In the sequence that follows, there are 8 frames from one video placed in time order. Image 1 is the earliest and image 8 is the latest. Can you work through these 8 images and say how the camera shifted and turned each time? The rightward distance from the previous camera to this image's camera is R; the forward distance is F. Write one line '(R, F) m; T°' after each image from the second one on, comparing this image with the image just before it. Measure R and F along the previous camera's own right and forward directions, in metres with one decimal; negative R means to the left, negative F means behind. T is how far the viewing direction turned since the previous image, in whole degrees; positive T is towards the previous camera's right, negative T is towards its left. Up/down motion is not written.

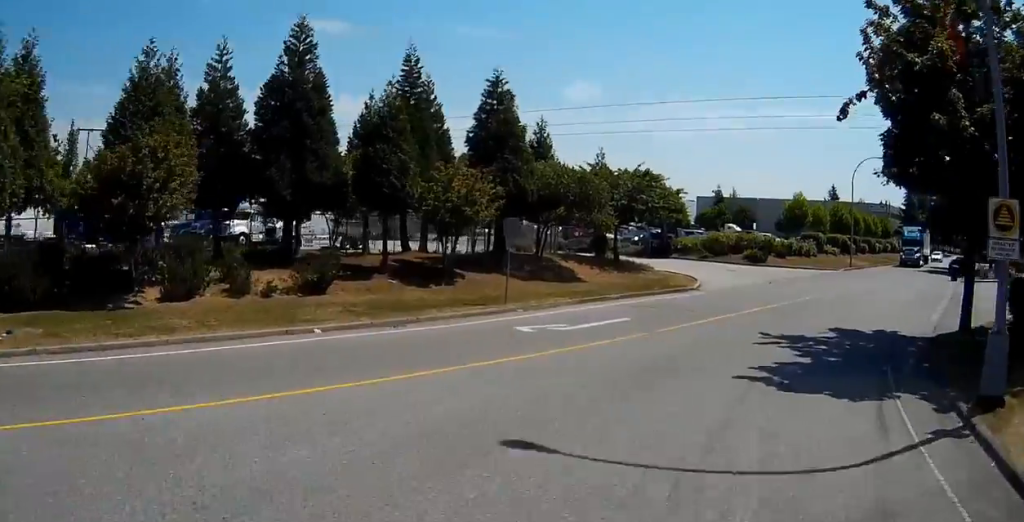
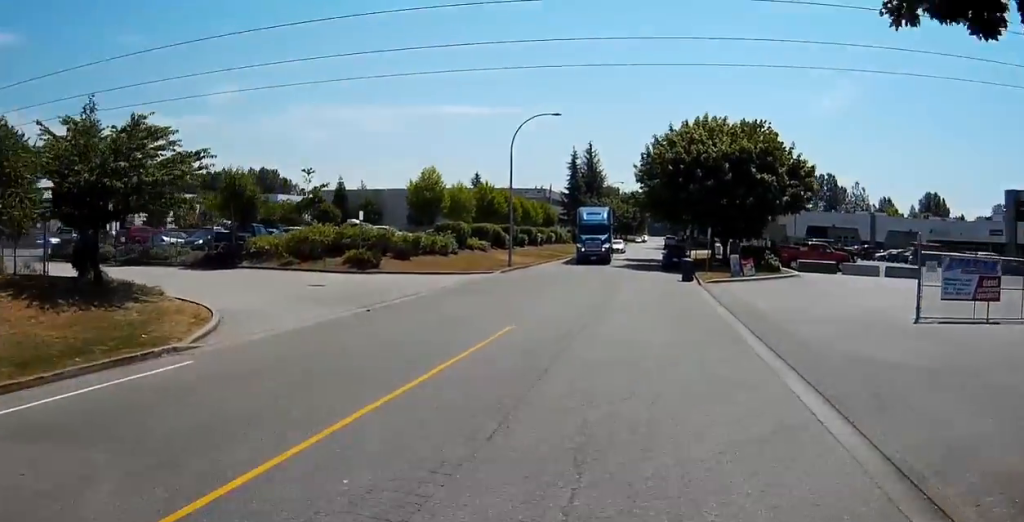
(+4.1, +18.0) m; +22°
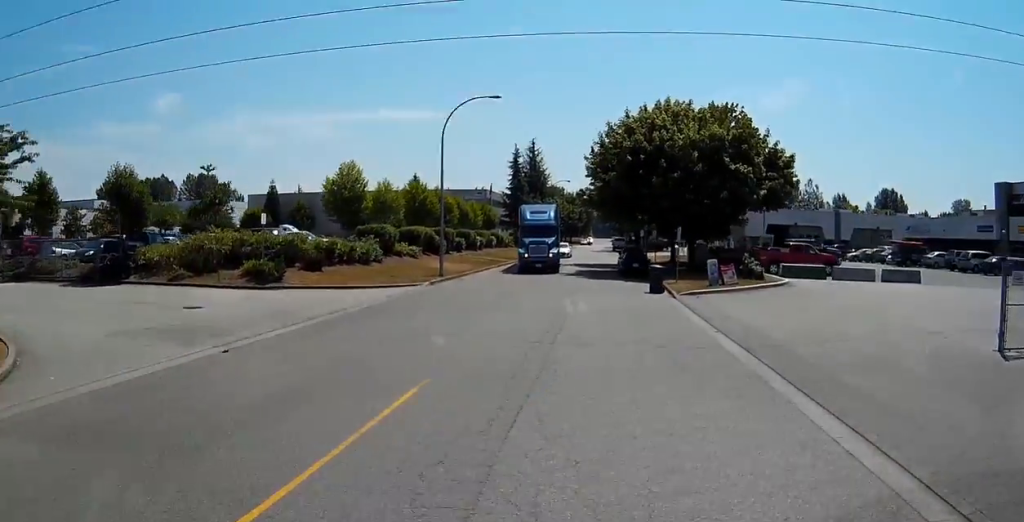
(+0.3, +6.6) m; +4°
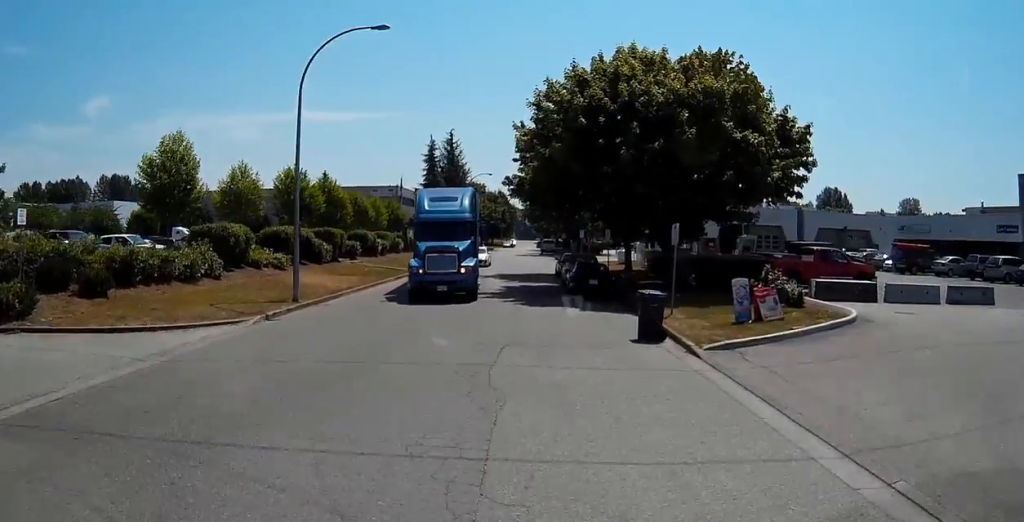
(+0.6, +13.9) m; +3°
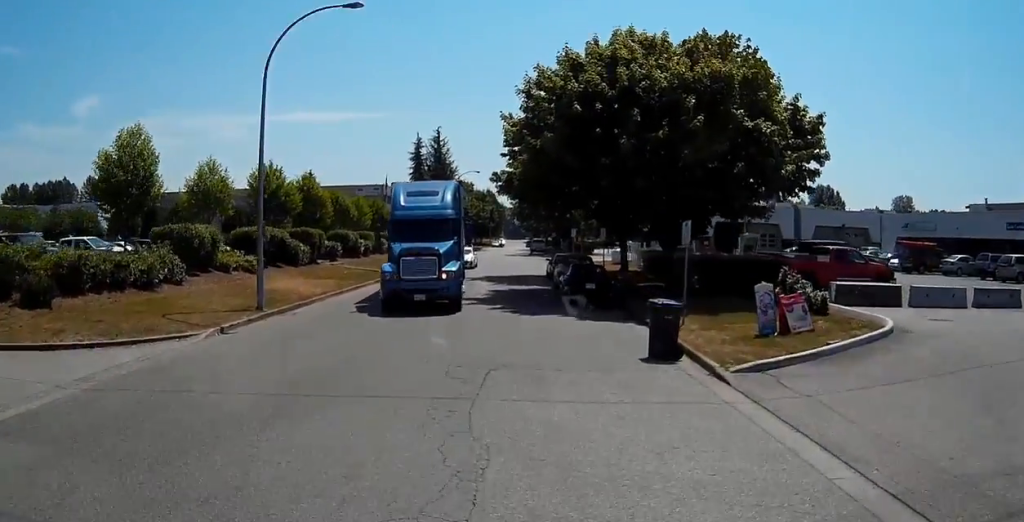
(0.0, +2.9) m; +1°
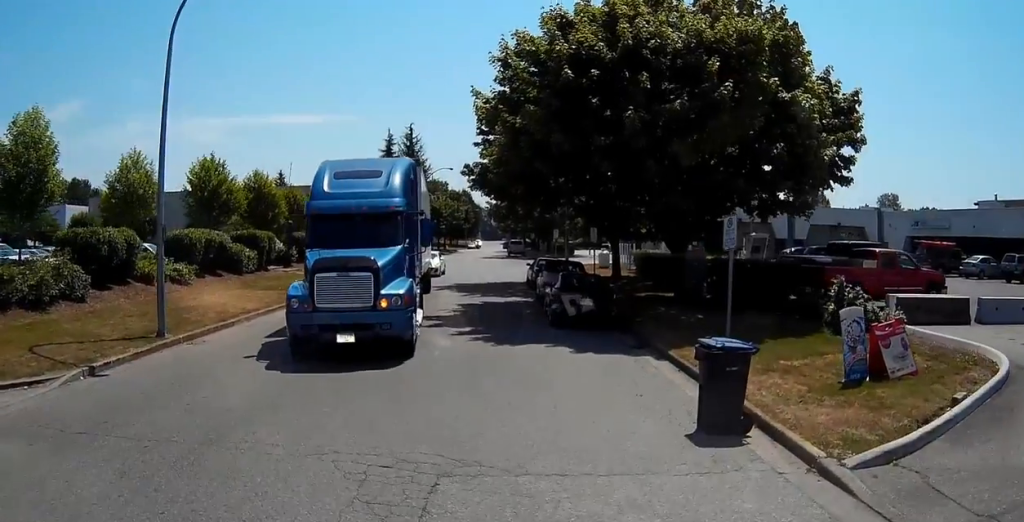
(+0.2, +6.3) m; +4°
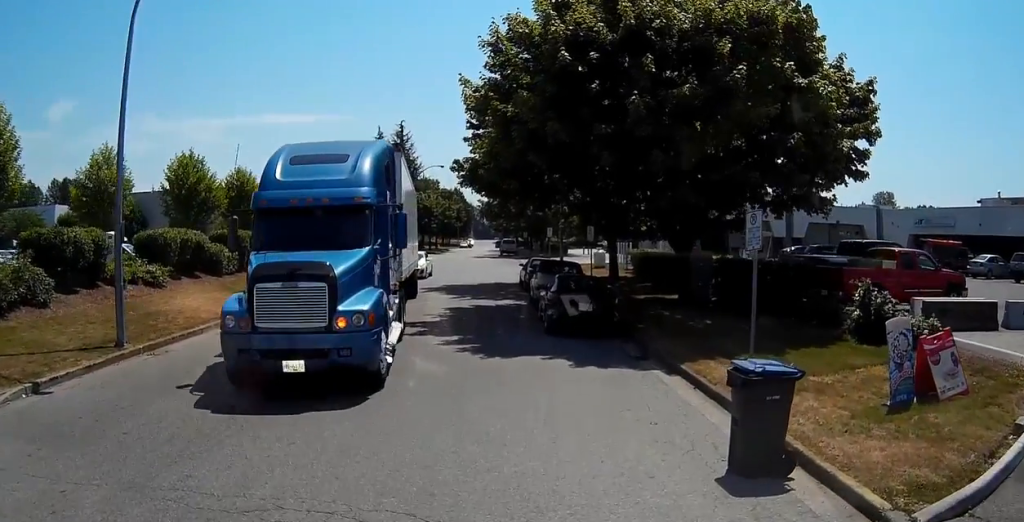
(0.0, +2.1) m; +2°
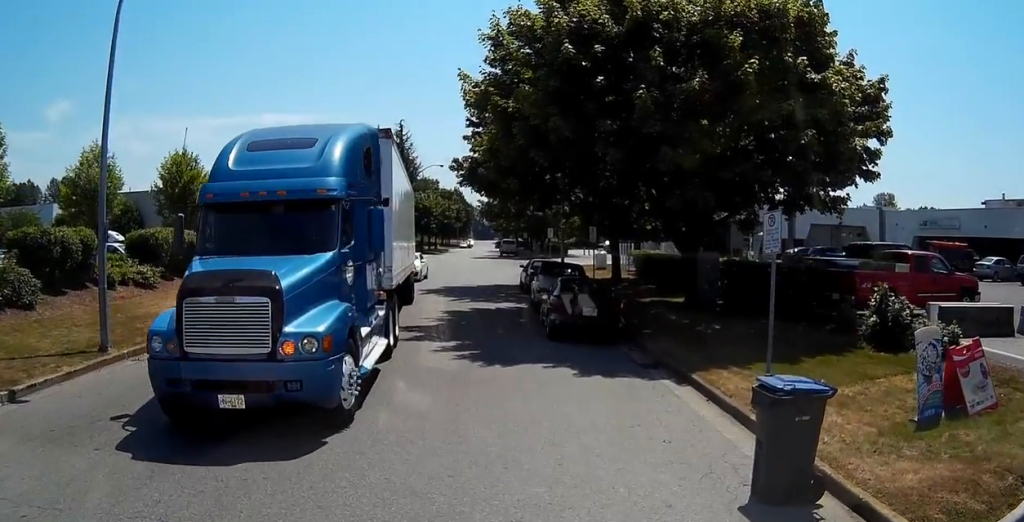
(+0.1, +1.2) m; +2°
